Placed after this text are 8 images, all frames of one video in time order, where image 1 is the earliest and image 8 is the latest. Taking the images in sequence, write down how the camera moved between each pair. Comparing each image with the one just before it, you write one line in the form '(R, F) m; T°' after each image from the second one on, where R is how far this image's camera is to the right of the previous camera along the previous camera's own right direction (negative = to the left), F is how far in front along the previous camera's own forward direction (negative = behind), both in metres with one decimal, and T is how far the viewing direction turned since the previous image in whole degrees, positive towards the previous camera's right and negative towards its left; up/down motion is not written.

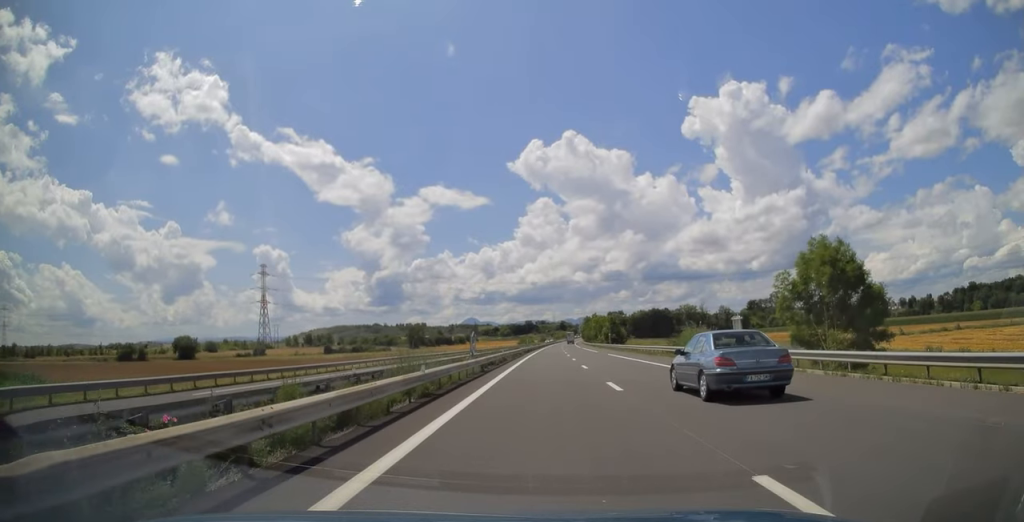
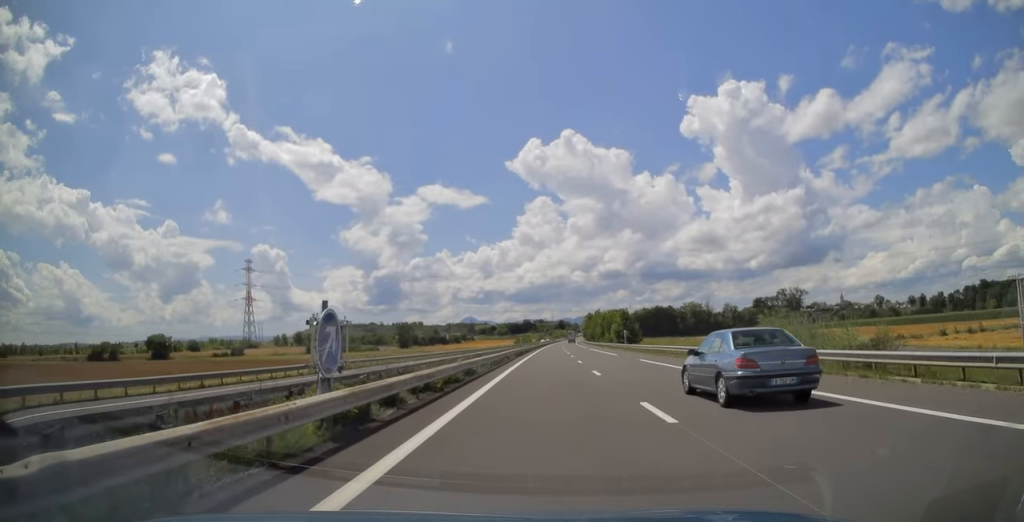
(0.0, +19.4) m; 0°
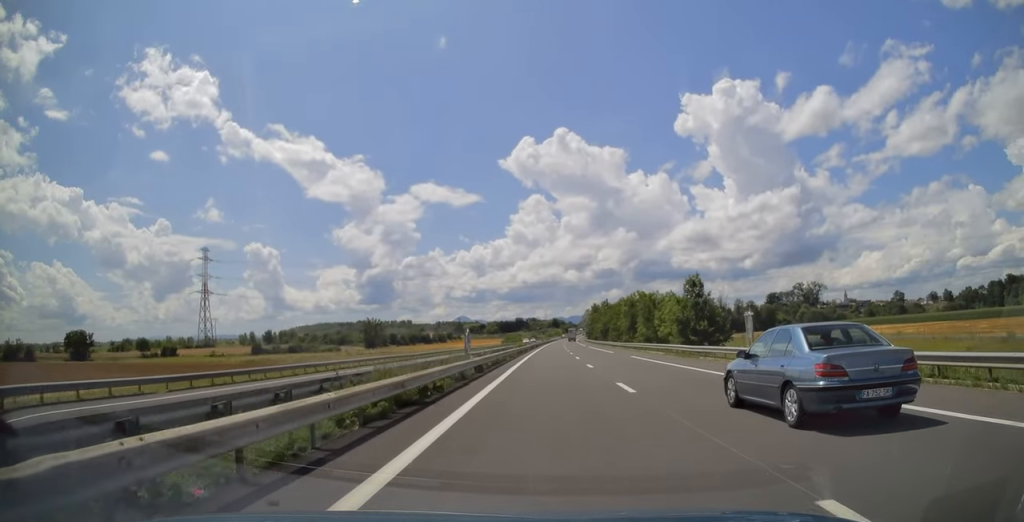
(+0.3, +46.8) m; +1°
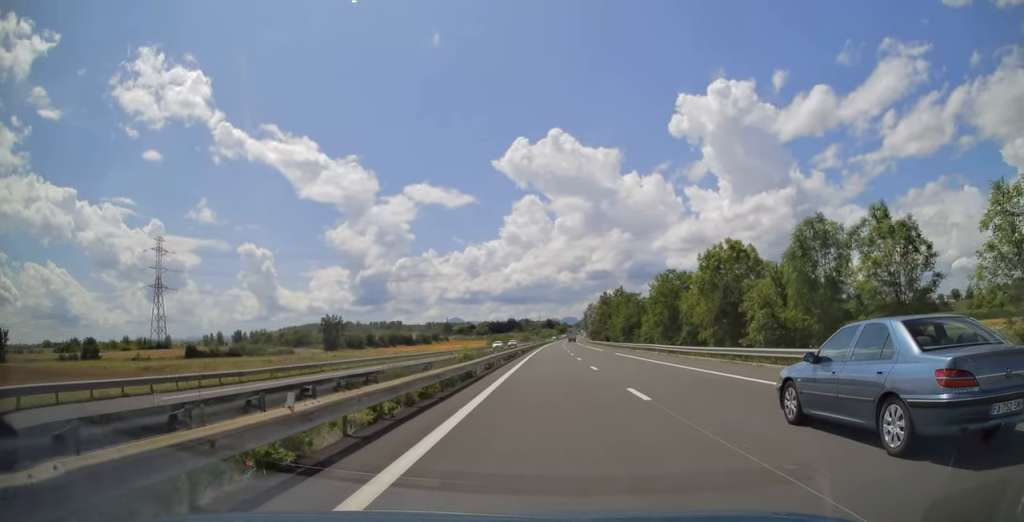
(+0.4, +40.8) m; +1°
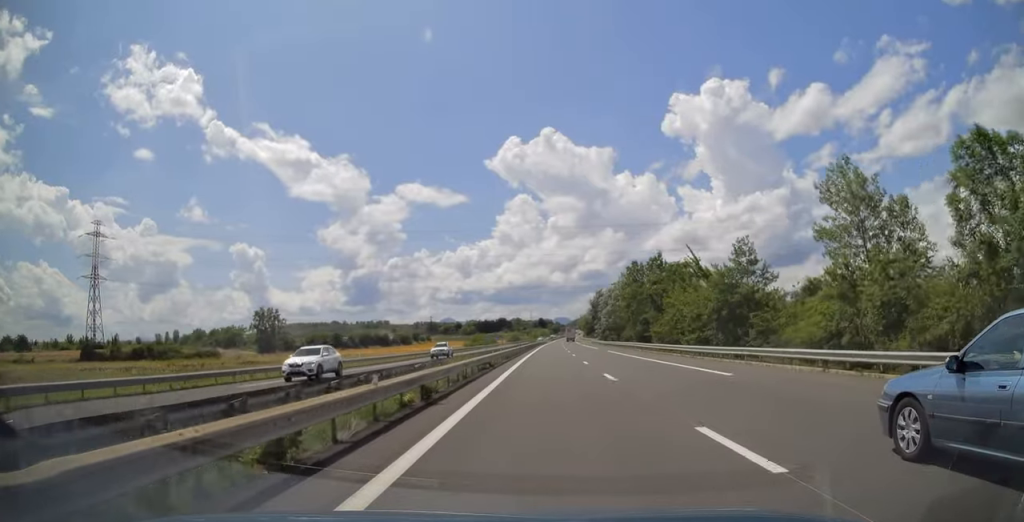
(0.0, +46.2) m; +1°
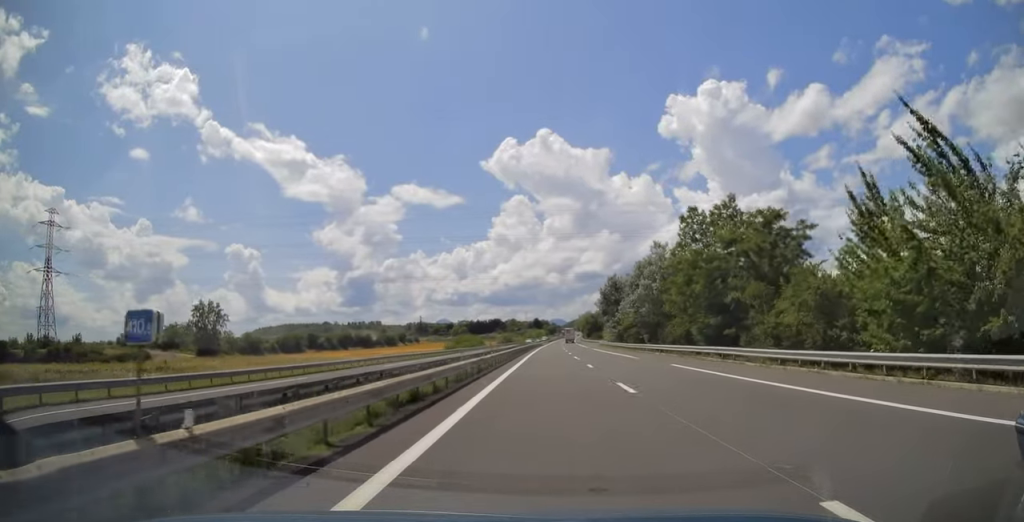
(+0.3, +30.1) m; +1°
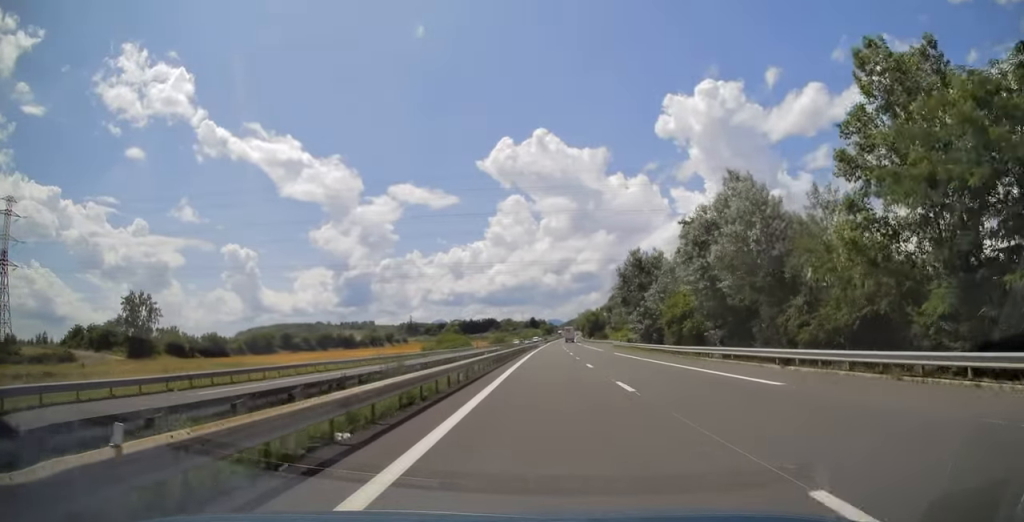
(0.0, +25.8) m; 0°
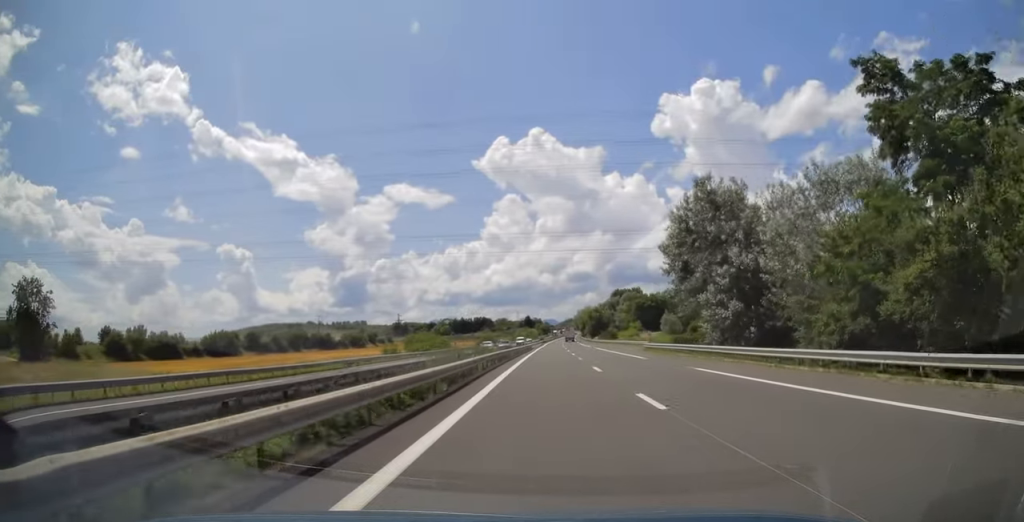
(0.0, +30.0) m; 0°
